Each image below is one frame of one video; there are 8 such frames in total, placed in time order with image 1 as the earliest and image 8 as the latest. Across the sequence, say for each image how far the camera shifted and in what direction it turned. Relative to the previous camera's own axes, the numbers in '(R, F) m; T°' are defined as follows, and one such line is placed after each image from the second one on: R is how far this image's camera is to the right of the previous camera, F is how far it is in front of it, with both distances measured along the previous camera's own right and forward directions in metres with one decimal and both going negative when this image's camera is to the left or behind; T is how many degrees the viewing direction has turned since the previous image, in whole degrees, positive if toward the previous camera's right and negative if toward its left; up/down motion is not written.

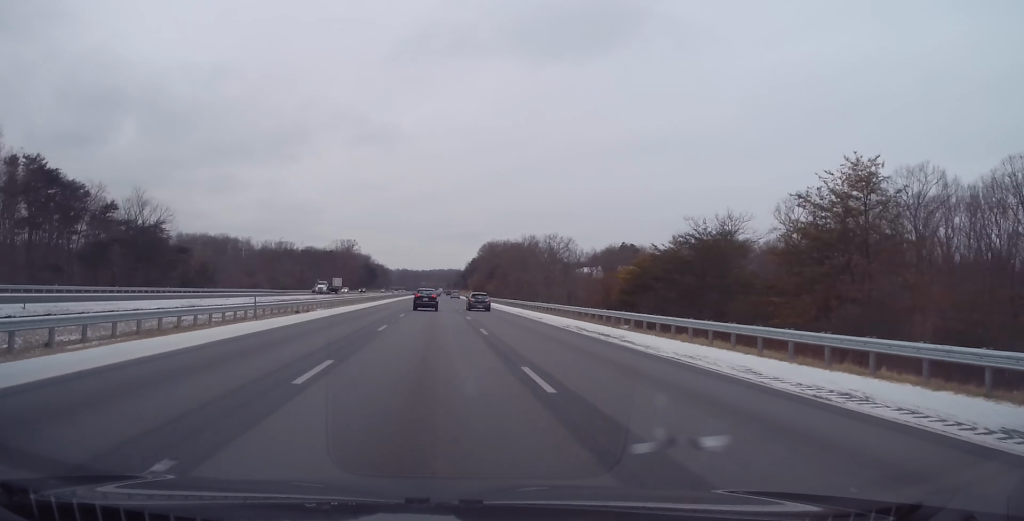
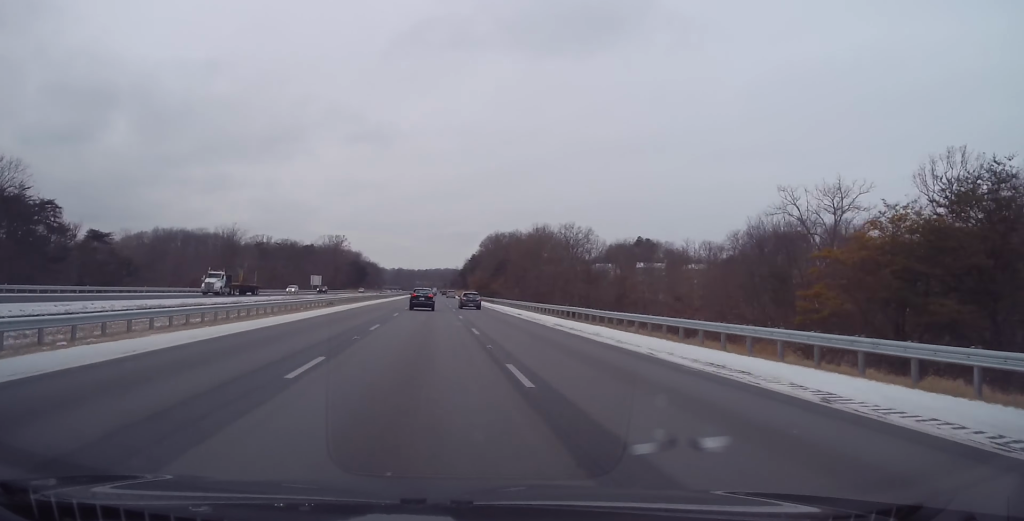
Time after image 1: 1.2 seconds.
(+0.1, +35.8) m; +1°
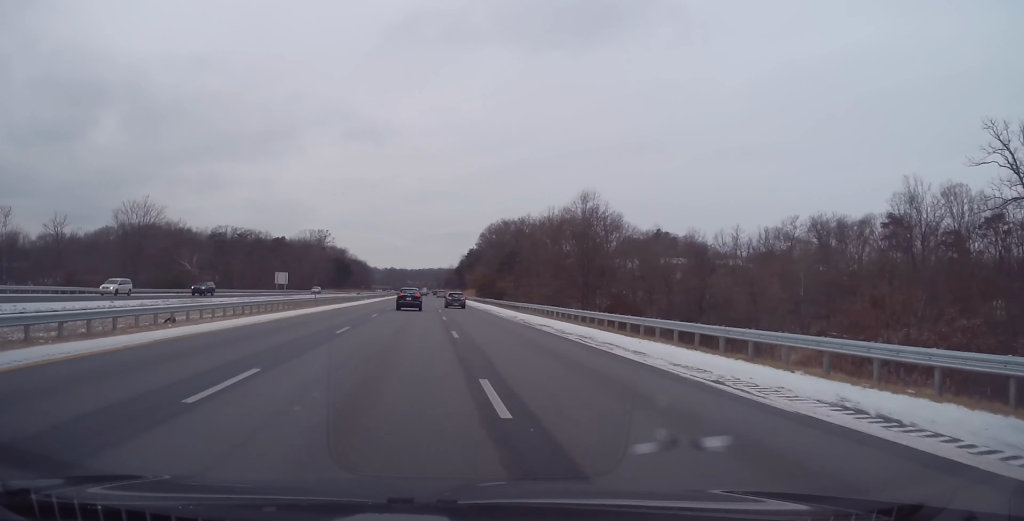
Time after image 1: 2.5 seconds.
(+0.5, +39.7) m; 0°
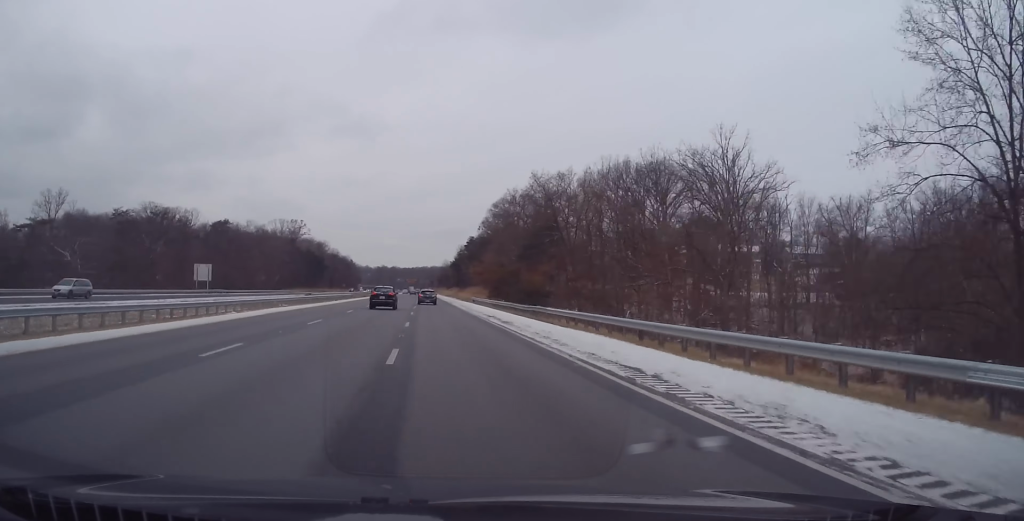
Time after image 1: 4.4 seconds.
(-0.3, +56.3) m; 0°
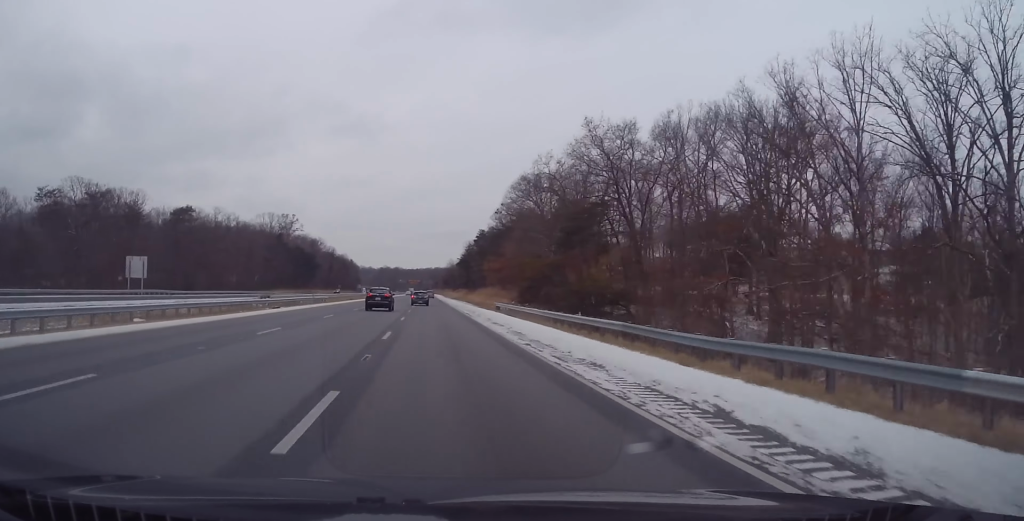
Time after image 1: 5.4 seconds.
(+0.3, +31.3) m; 0°
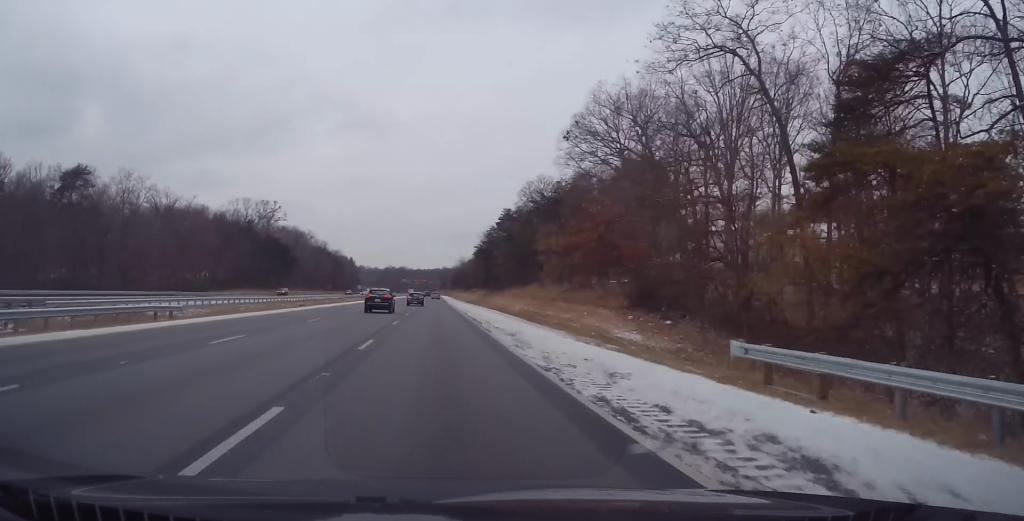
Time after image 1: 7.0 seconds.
(-0.4, +51.5) m; -1°
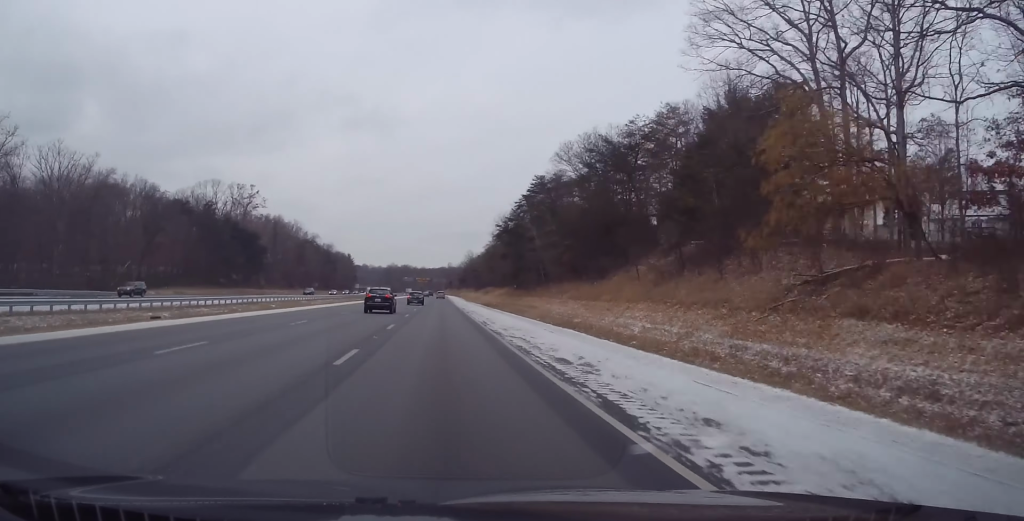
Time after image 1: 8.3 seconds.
(-0.3, +39.6) m; 0°
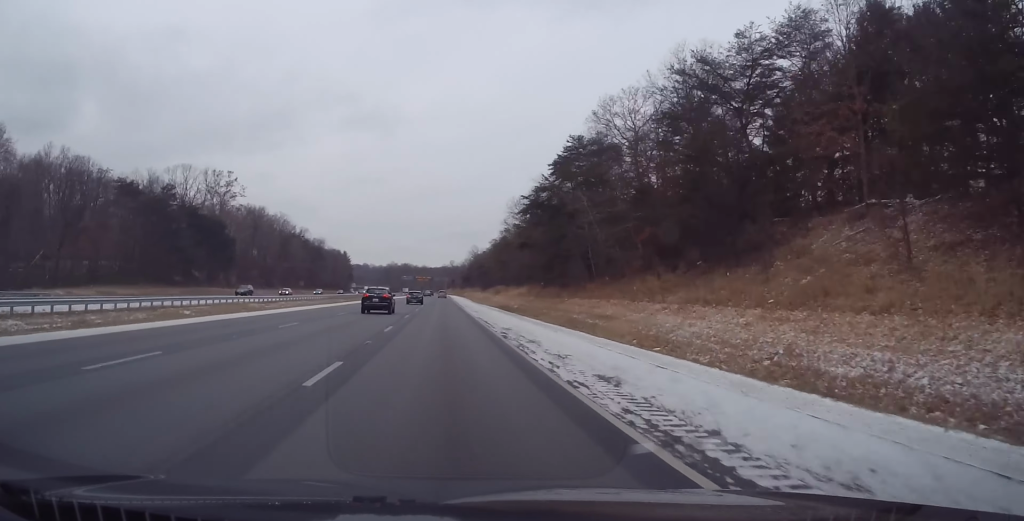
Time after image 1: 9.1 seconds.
(-0.1, +27.1) m; 0°
